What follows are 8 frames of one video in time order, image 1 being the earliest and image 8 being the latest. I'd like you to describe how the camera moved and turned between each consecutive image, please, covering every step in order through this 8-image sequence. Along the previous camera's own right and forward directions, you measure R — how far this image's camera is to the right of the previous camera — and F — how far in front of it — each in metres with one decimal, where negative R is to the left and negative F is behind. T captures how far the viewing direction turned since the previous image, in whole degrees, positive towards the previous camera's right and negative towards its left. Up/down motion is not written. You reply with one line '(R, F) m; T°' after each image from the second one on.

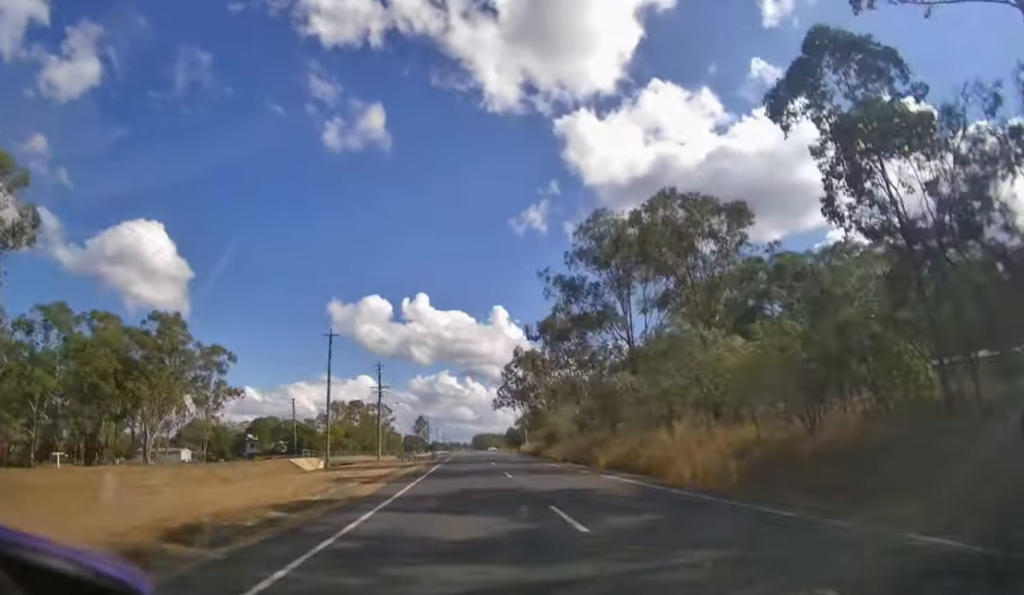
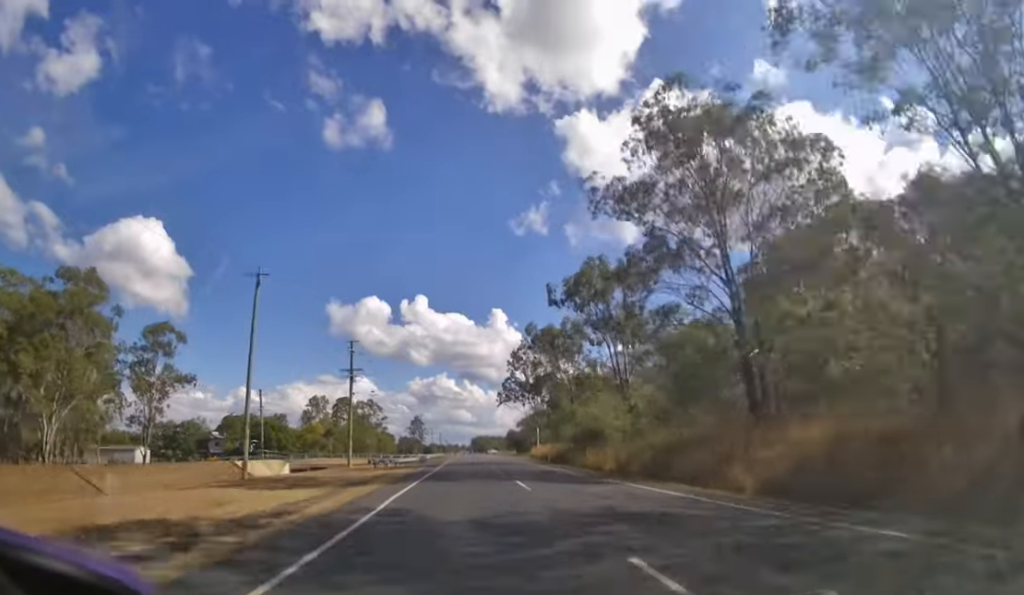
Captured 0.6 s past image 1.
(0.0, +18.4) m; 0°
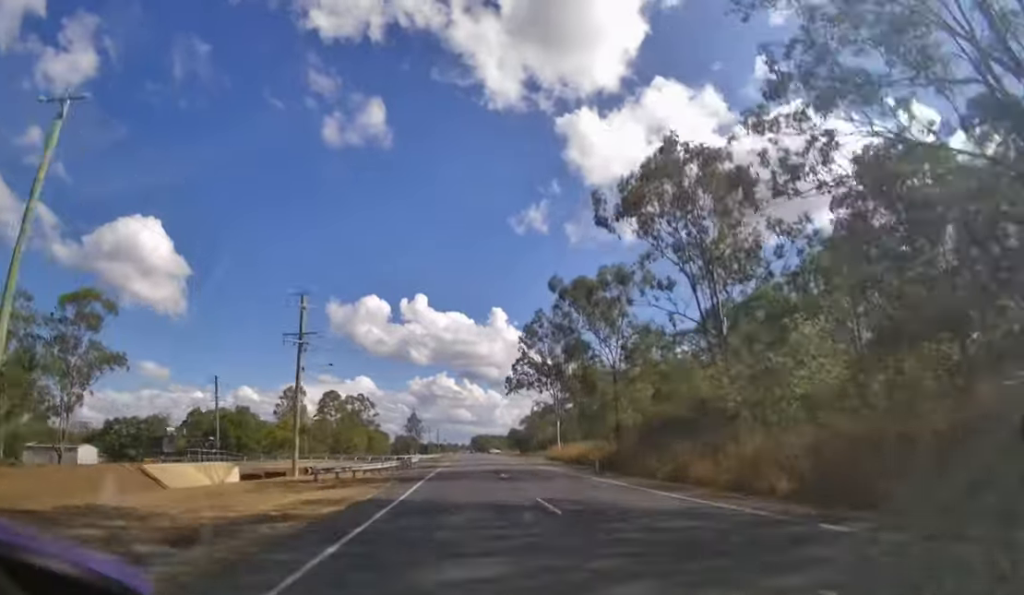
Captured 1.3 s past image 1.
(0.0, +18.6) m; 0°
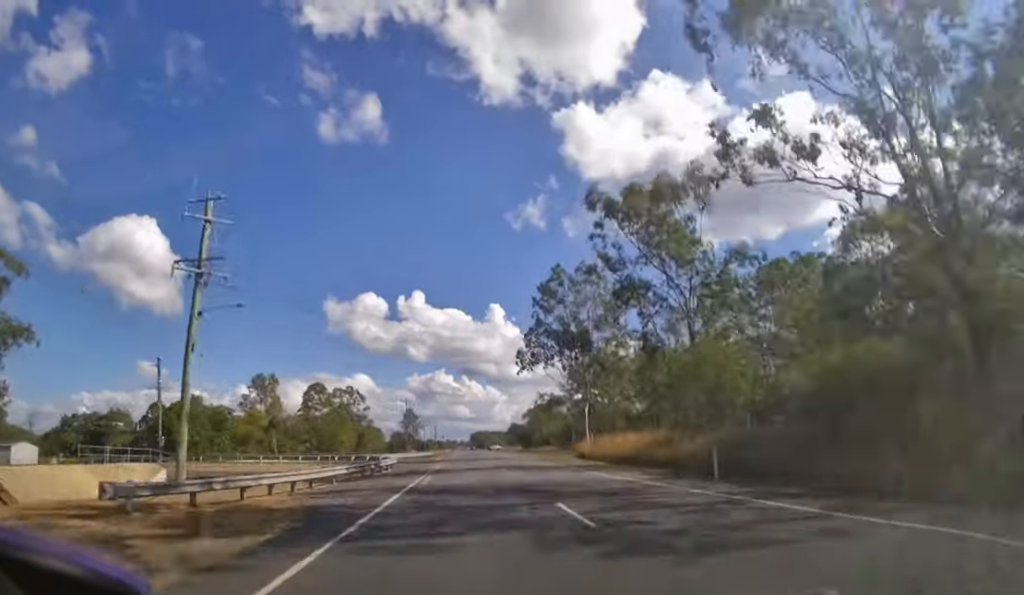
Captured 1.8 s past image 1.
(0.0, +14.5) m; 0°
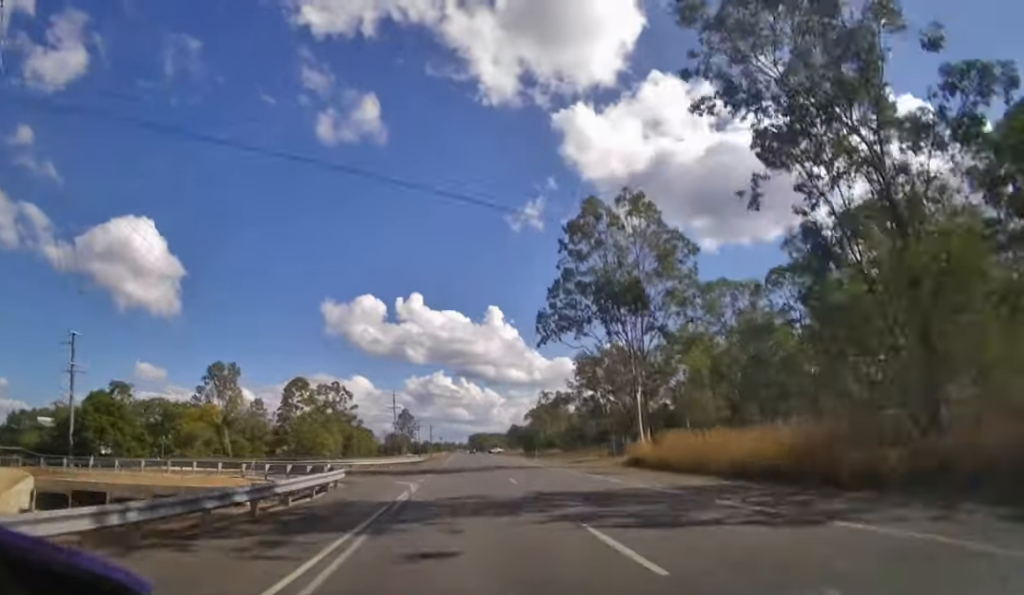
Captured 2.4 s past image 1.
(0.0, +14.5) m; 0°
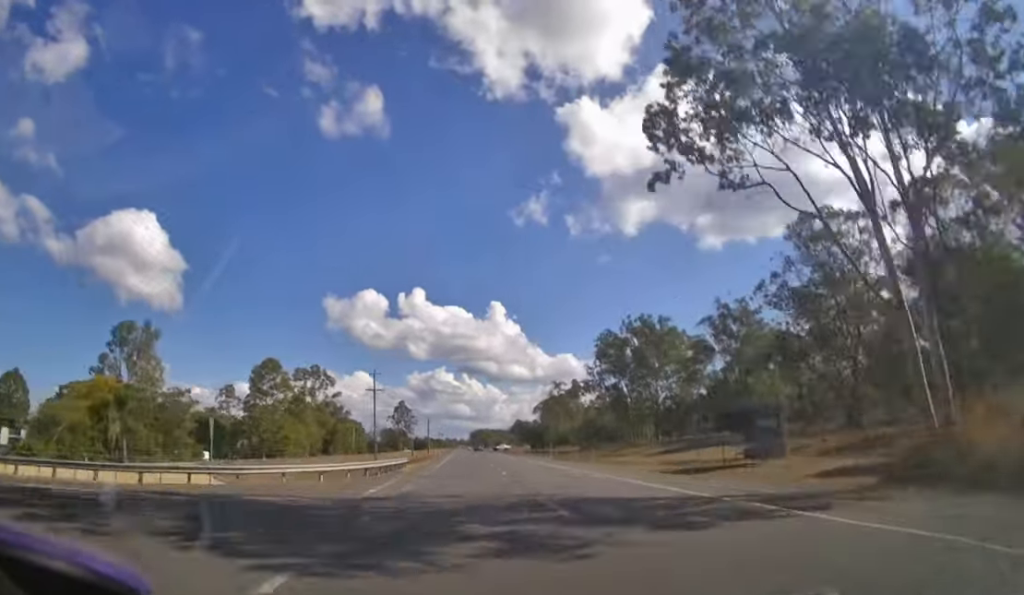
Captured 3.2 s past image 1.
(0.0, +19.9) m; 0°
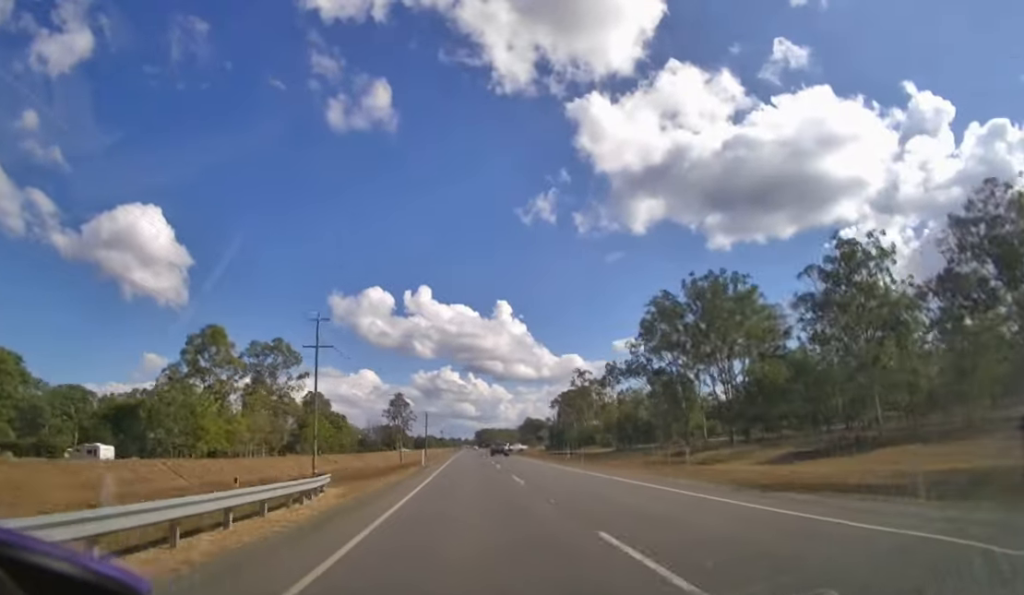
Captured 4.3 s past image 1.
(0.0, +24.8) m; 0°
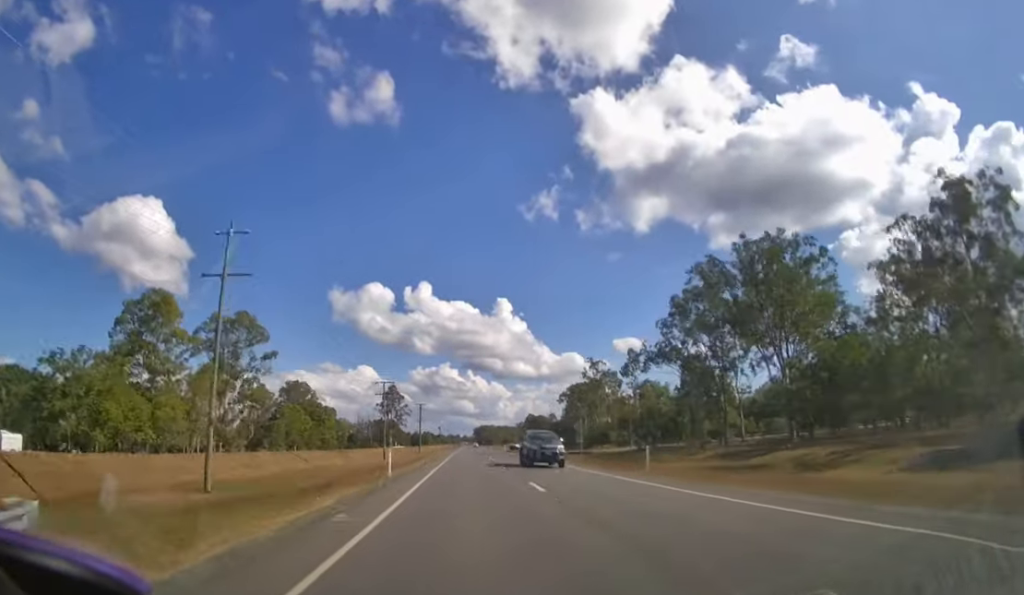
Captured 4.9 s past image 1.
(0.0, +13.2) m; 0°
